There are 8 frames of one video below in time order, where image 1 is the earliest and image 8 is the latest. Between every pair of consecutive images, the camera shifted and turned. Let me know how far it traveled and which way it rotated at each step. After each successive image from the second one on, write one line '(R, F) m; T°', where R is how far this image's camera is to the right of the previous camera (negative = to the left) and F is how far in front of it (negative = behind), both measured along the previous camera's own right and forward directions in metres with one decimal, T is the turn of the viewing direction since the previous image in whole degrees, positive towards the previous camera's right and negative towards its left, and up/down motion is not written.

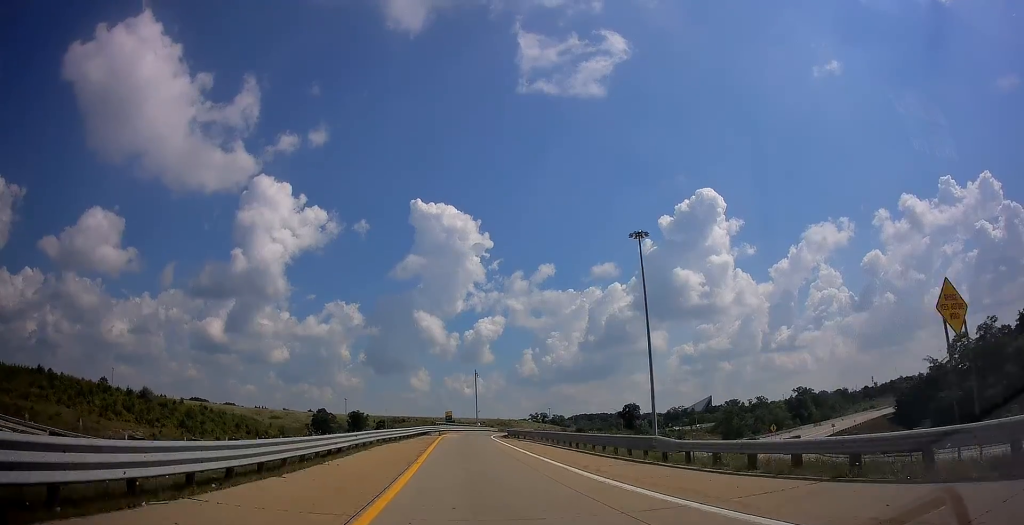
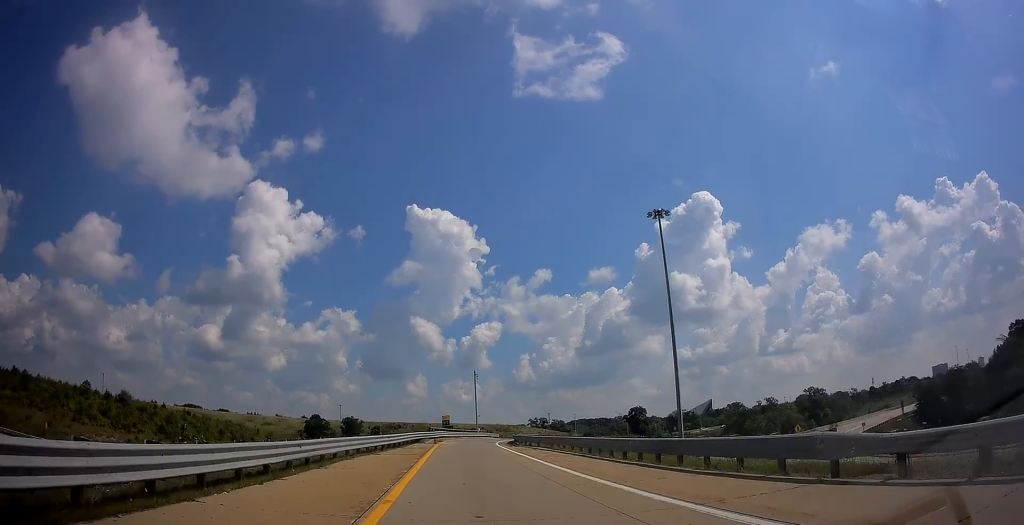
(+0.1, +8.8) m; +1°
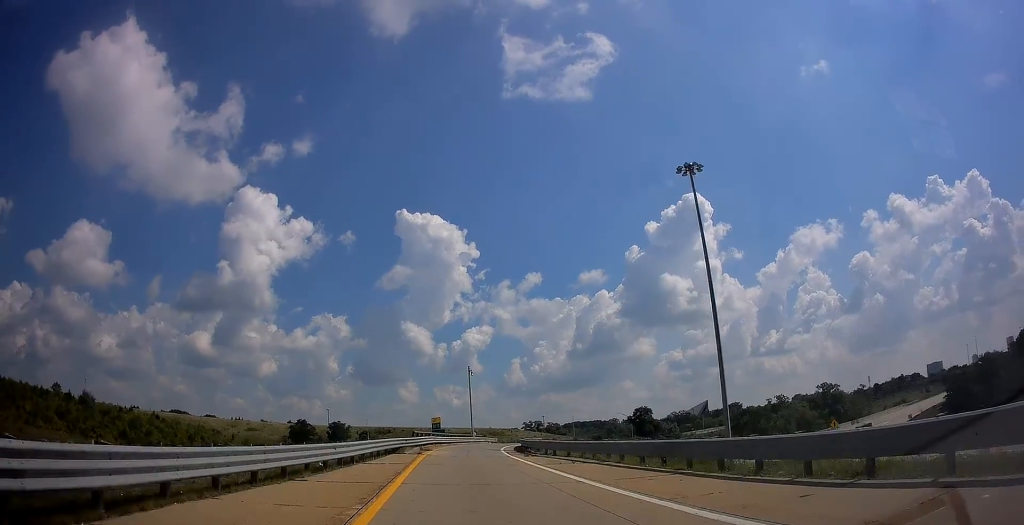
(+0.1, +13.2) m; +1°
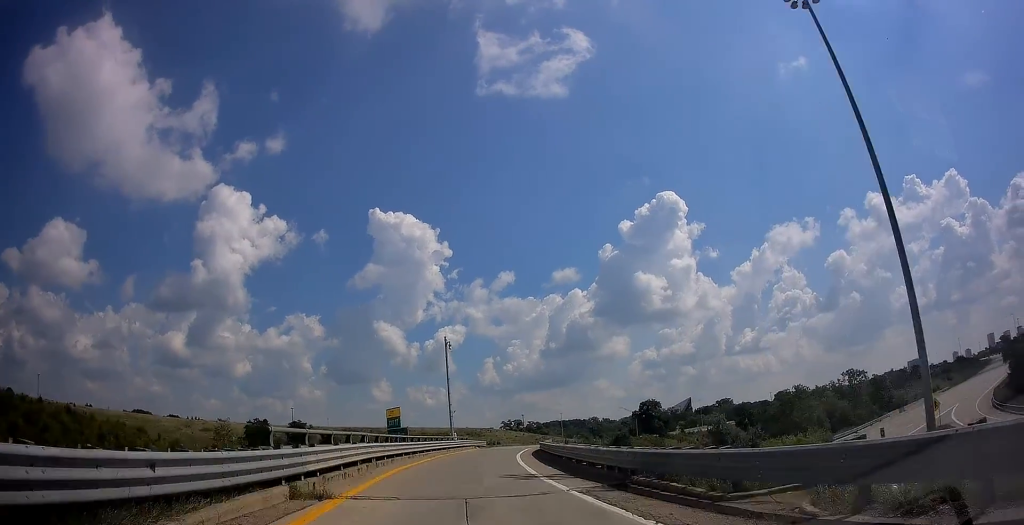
(+0.5, +27.2) m; +4°
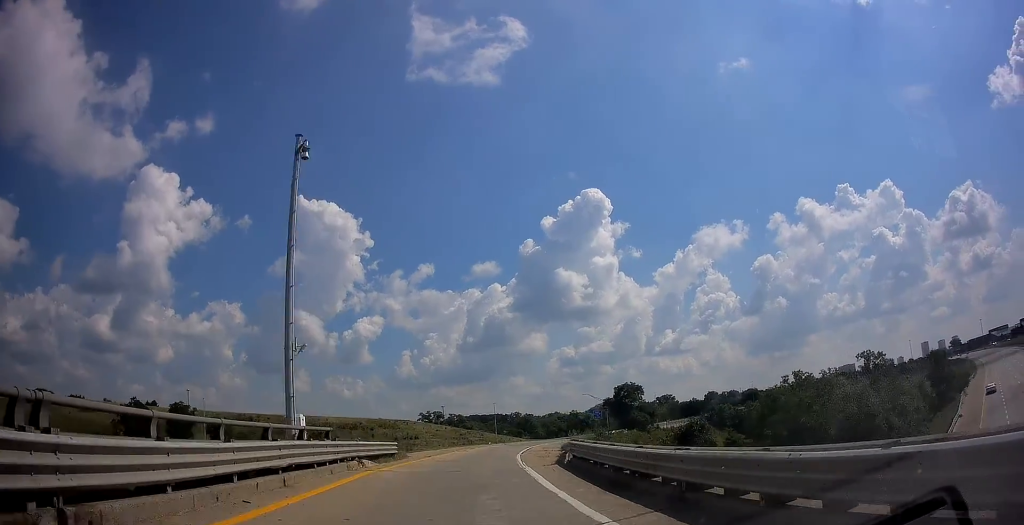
(+3.2, +41.2) m; +9°
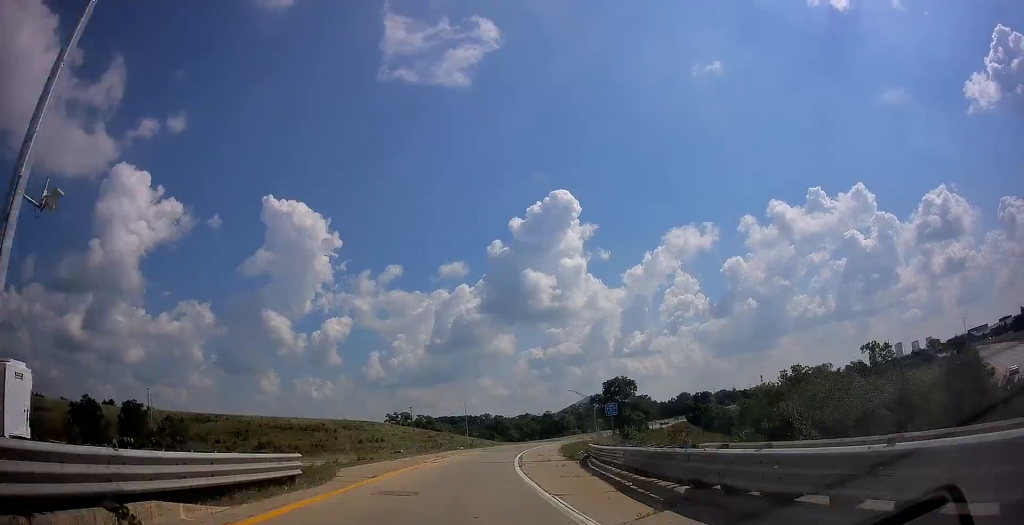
(+0.6, +12.7) m; +3°
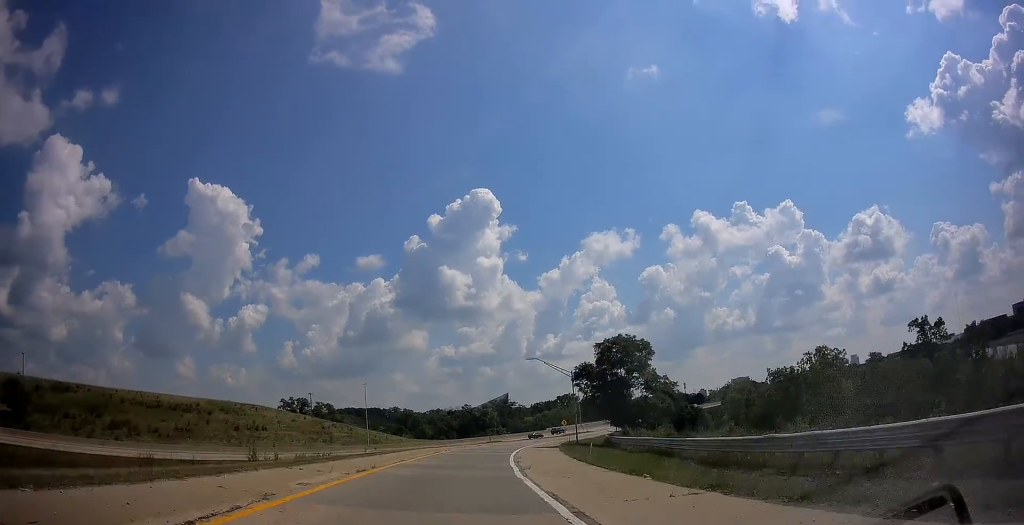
(+3.4, +41.3) m; +10°
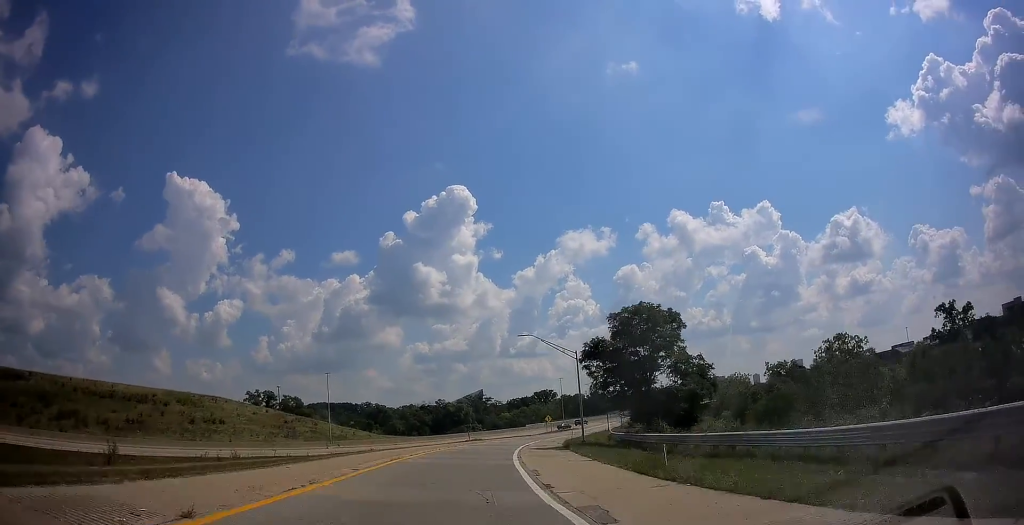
(+0.1, +12.6) m; +3°
